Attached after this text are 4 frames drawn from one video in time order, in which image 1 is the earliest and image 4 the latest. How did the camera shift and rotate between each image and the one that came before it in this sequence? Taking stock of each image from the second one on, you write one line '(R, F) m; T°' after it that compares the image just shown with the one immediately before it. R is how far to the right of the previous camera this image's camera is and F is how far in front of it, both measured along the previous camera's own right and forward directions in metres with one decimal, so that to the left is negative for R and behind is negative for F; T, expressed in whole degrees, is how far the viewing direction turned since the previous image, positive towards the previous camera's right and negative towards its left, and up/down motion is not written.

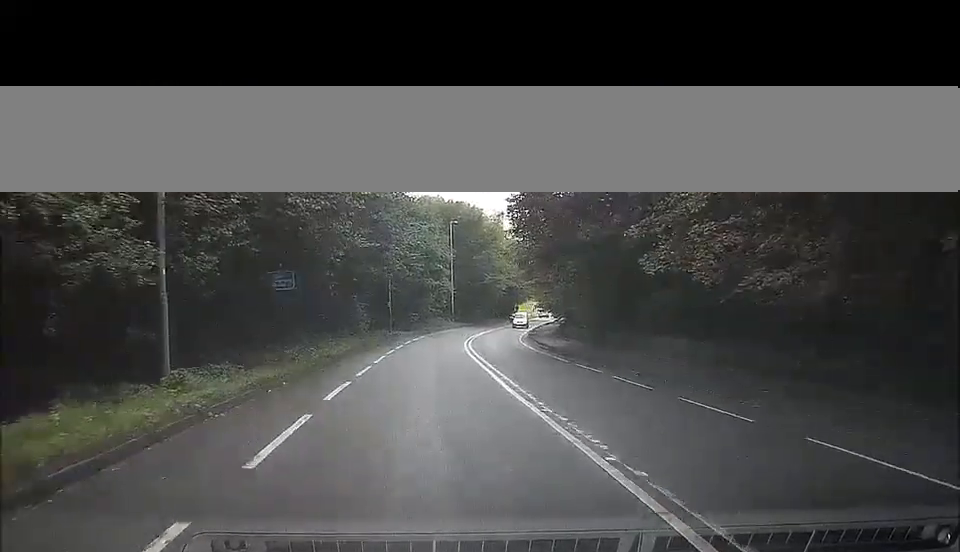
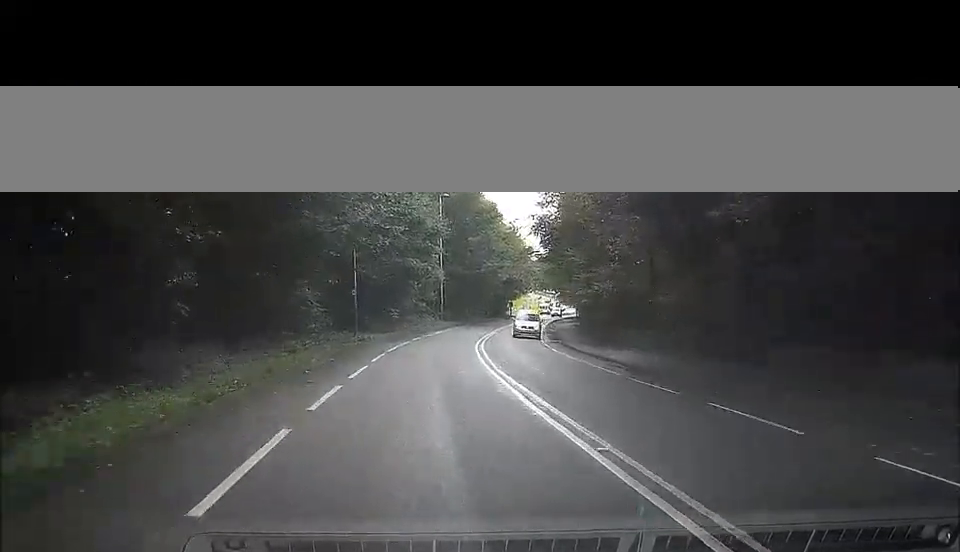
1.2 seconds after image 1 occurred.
(+0.3, +19.7) m; +1°
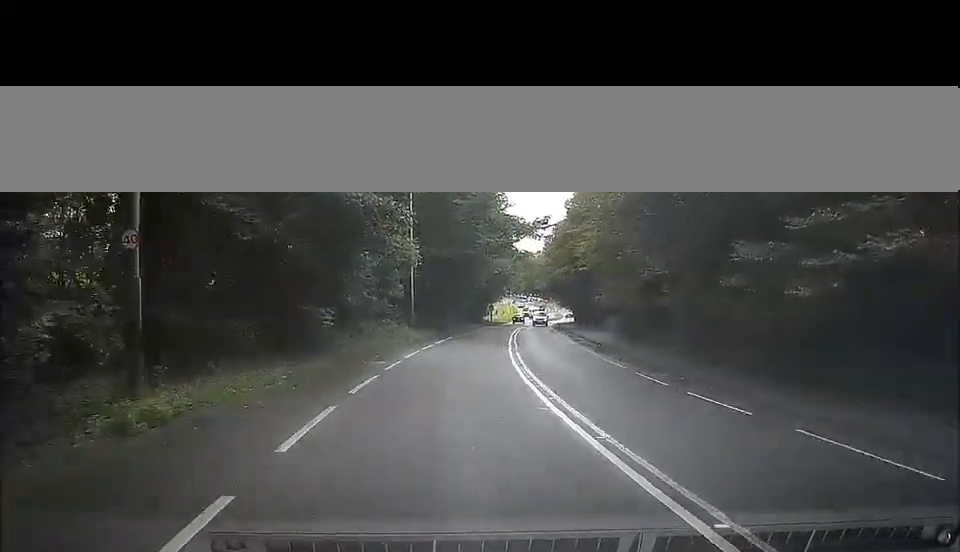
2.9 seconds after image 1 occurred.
(+0.9, +27.0) m; +6°
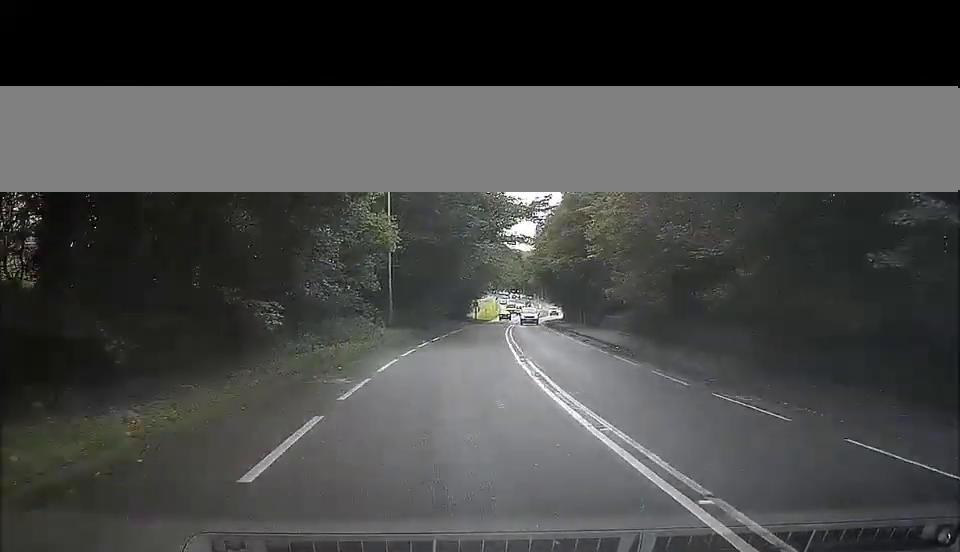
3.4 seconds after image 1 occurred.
(+0.4, +7.6) m; +1°
